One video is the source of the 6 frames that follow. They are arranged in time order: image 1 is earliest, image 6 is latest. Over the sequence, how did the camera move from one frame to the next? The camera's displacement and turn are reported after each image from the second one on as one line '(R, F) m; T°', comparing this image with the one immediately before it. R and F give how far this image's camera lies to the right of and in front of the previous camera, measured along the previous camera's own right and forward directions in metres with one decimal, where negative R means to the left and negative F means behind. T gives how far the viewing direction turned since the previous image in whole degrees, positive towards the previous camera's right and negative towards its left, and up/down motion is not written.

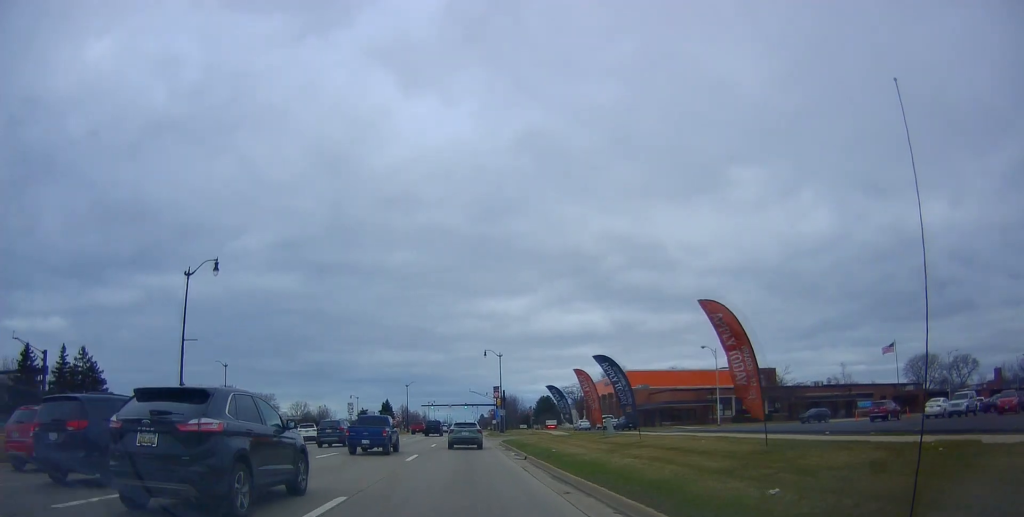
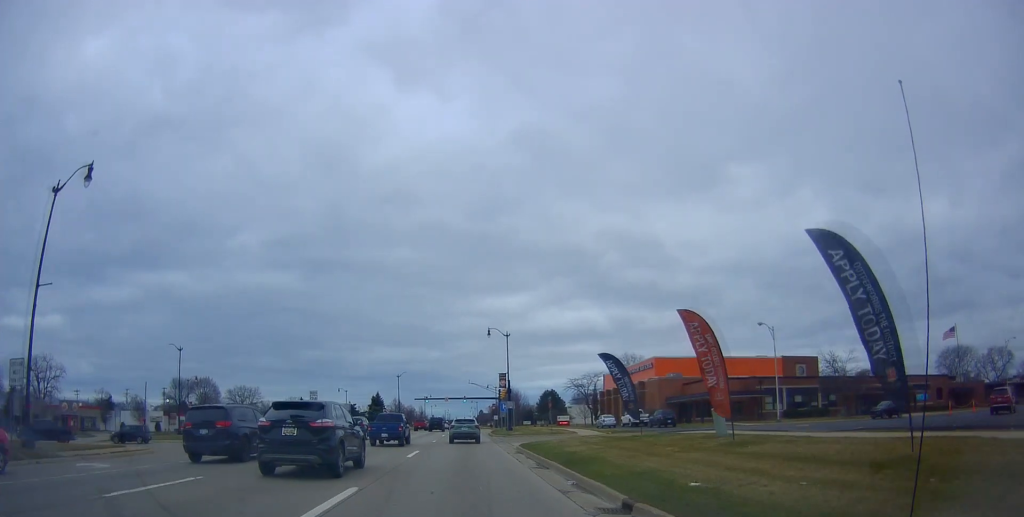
(+0.1, +13.3) m; -1°
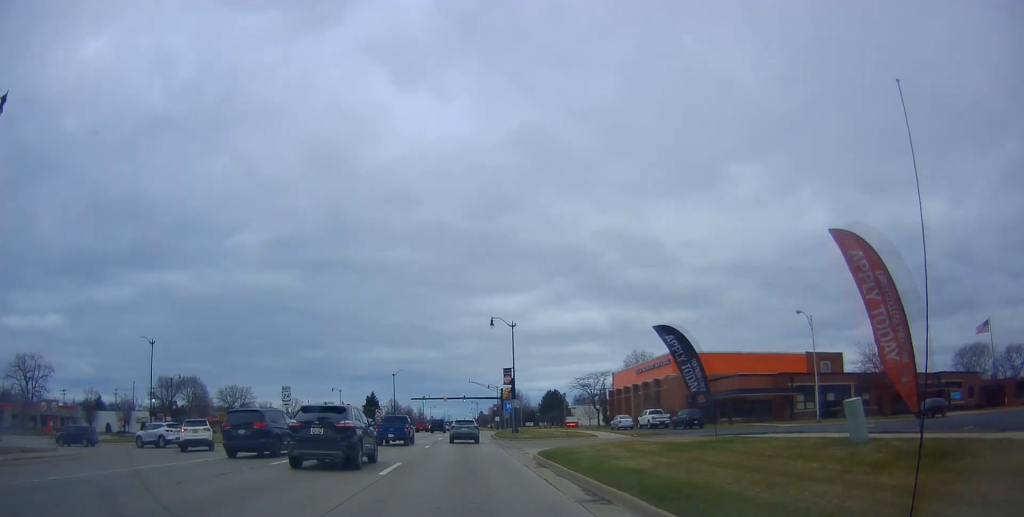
(+0.2, +6.5) m; -1°
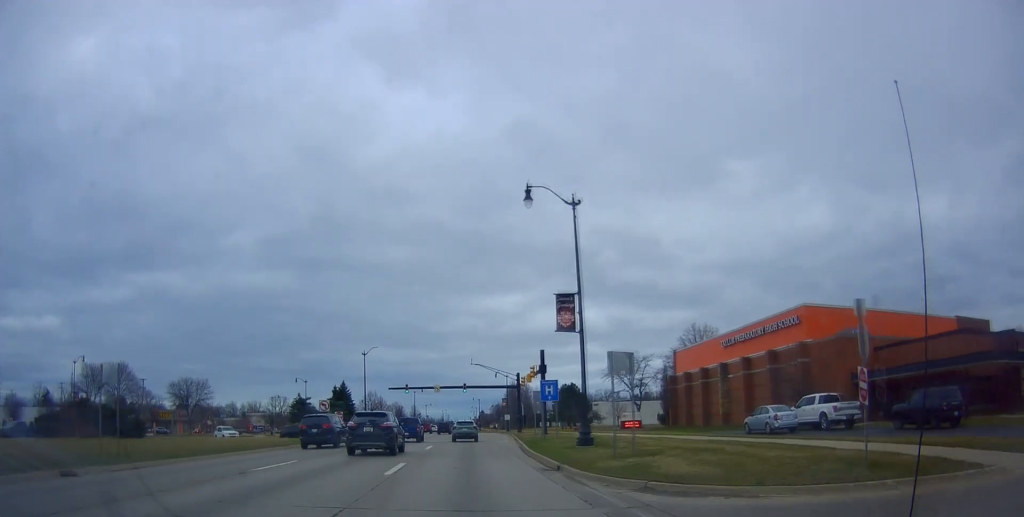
(+0.1, +29.5) m; 0°
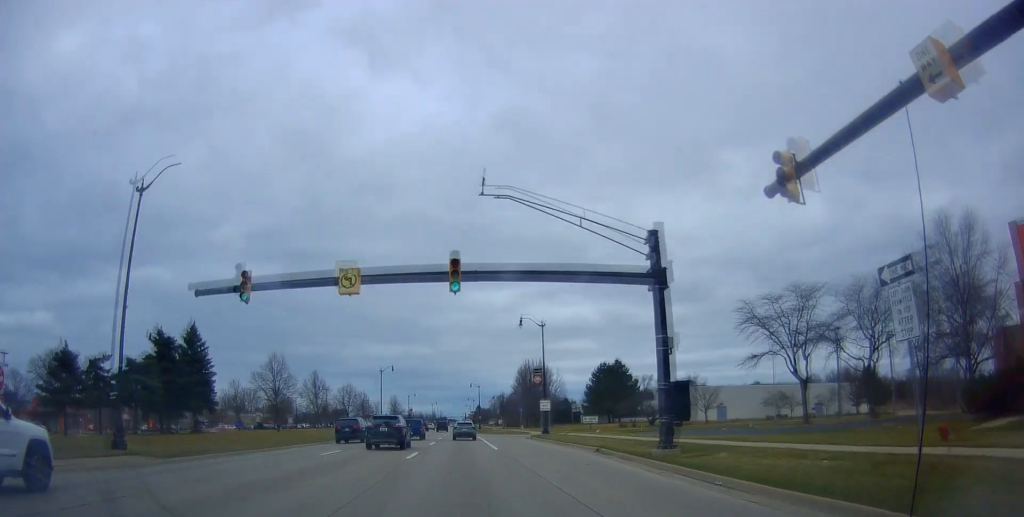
(+0.7, +51.3) m; +1°
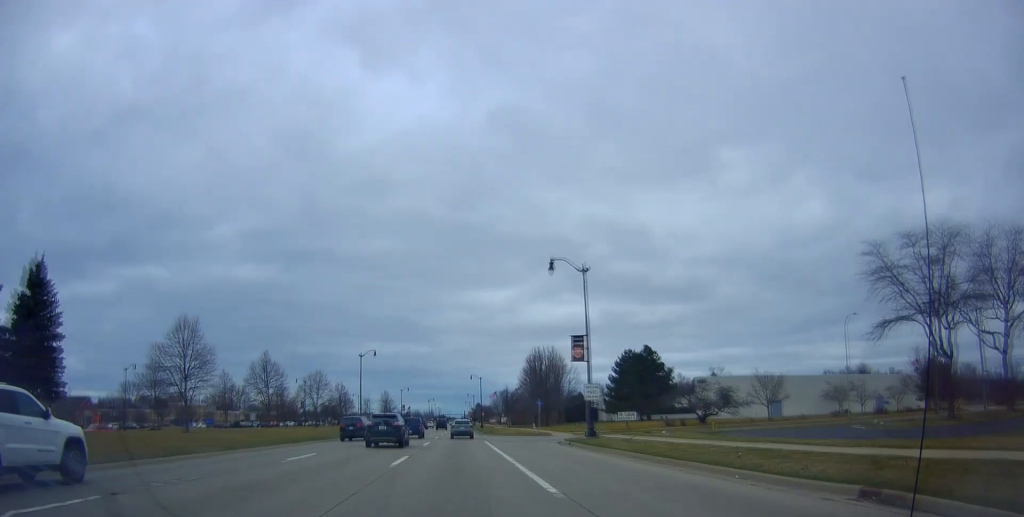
(0.0, +18.2) m; -1°
